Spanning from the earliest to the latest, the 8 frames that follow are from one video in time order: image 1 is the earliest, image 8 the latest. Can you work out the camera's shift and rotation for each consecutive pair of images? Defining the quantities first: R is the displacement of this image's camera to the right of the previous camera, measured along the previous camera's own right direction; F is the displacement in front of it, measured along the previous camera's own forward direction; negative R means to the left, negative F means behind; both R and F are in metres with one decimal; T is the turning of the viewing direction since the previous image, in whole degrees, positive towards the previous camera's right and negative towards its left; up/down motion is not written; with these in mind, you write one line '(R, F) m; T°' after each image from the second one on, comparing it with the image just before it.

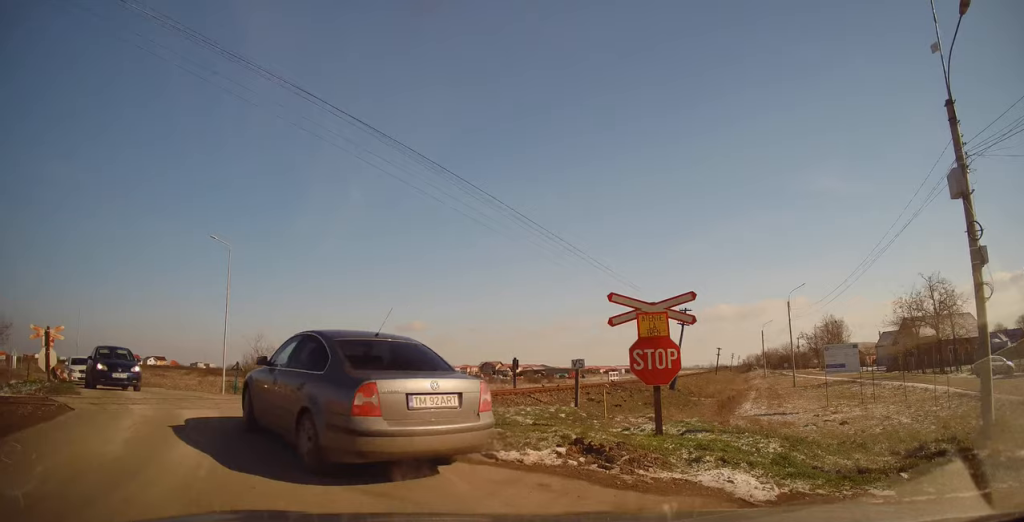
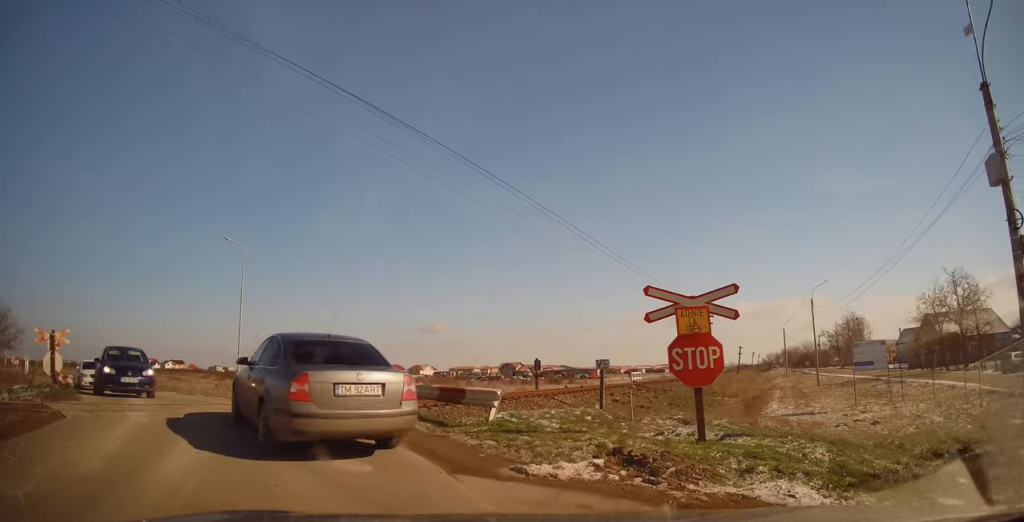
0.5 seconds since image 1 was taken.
(0.0, +1.6) m; -5°
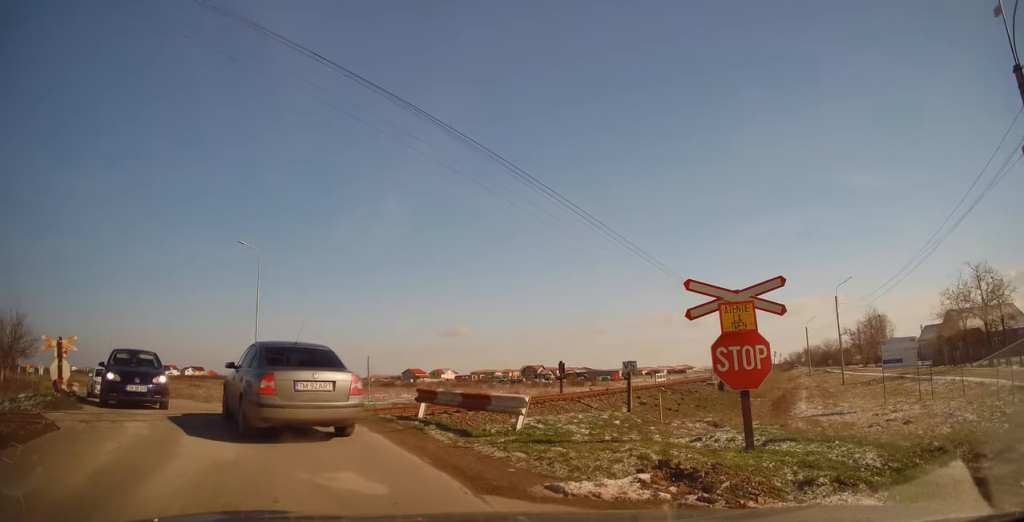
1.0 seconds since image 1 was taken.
(-0.1, +1.1) m; -8°
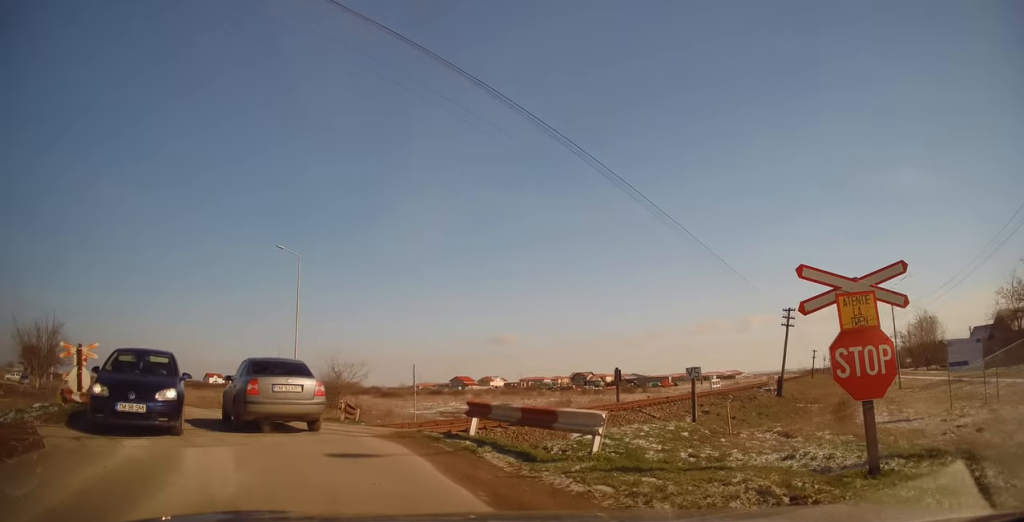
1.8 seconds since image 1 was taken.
(-0.2, +1.6) m; -6°
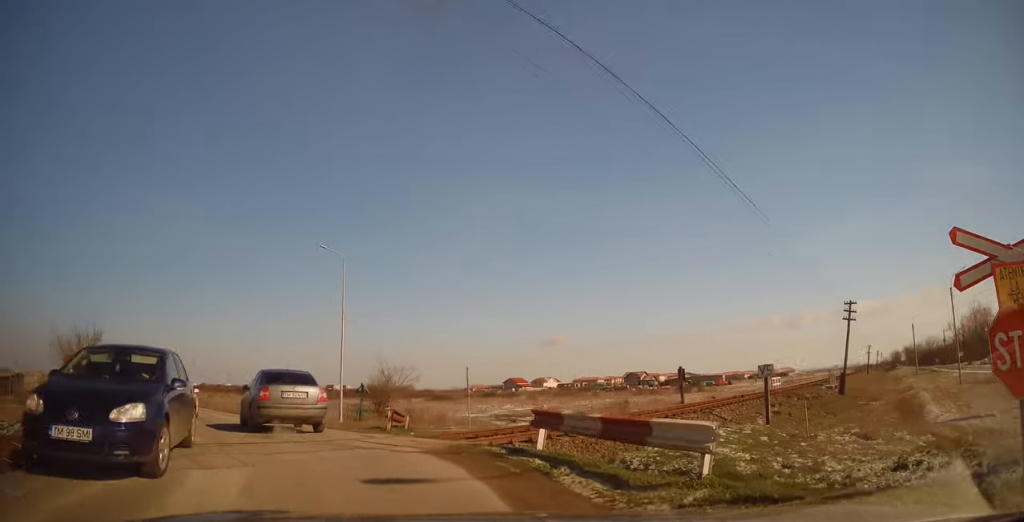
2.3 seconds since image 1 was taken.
(-0.1, +1.2) m; -3°
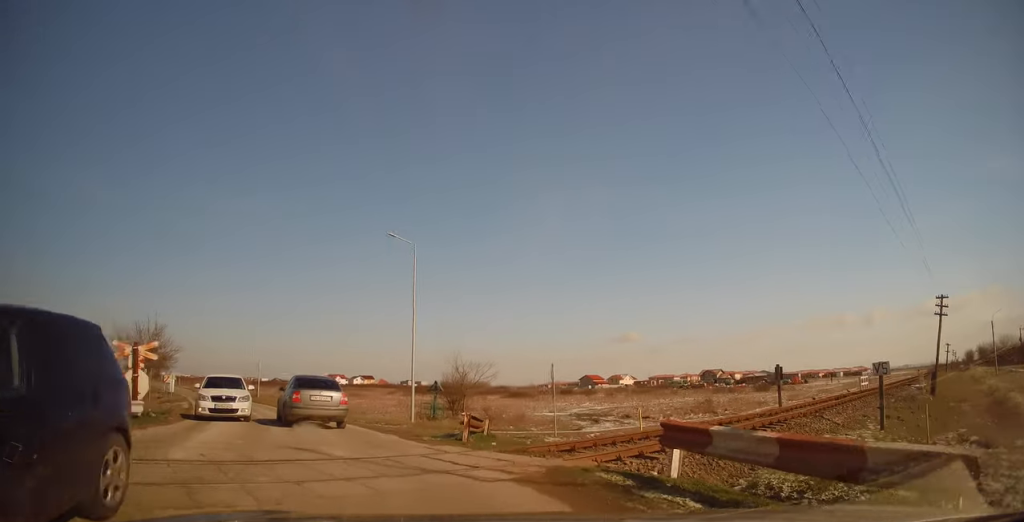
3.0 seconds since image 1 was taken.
(+0.1, +1.8) m; -3°
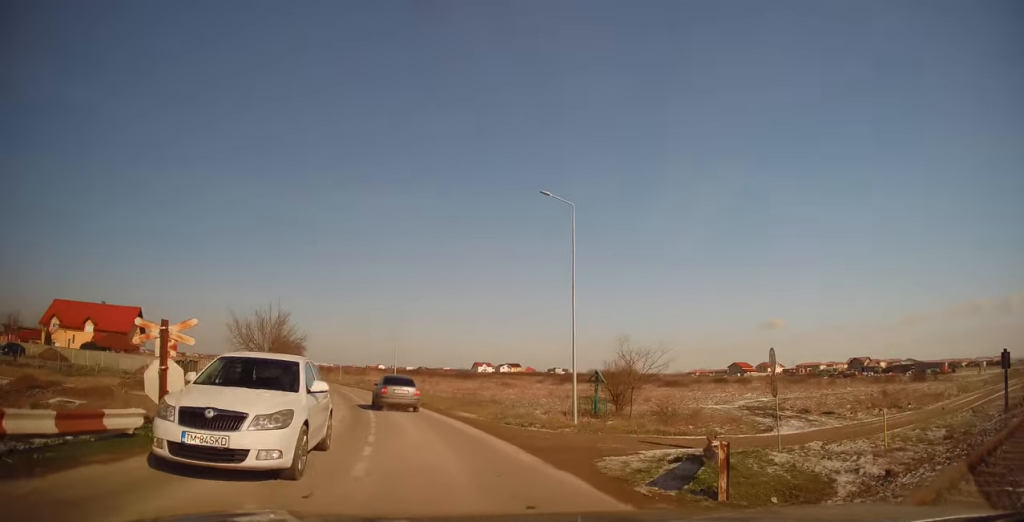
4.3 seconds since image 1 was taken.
(-0.4, +4.5) m; -14°
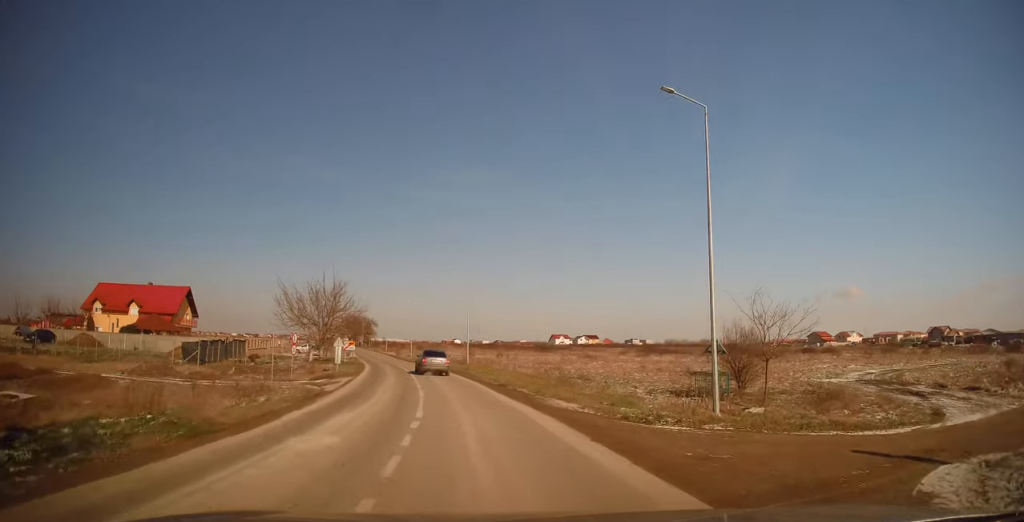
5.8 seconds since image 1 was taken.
(-0.5, +6.4) m; -7°
